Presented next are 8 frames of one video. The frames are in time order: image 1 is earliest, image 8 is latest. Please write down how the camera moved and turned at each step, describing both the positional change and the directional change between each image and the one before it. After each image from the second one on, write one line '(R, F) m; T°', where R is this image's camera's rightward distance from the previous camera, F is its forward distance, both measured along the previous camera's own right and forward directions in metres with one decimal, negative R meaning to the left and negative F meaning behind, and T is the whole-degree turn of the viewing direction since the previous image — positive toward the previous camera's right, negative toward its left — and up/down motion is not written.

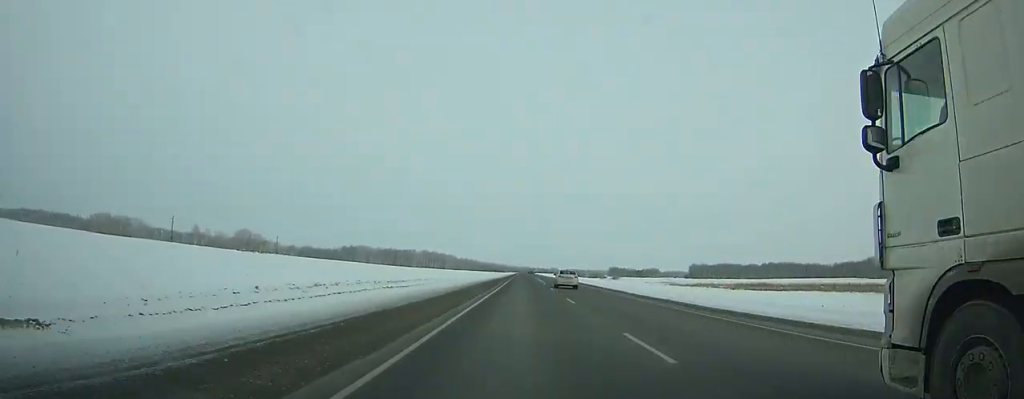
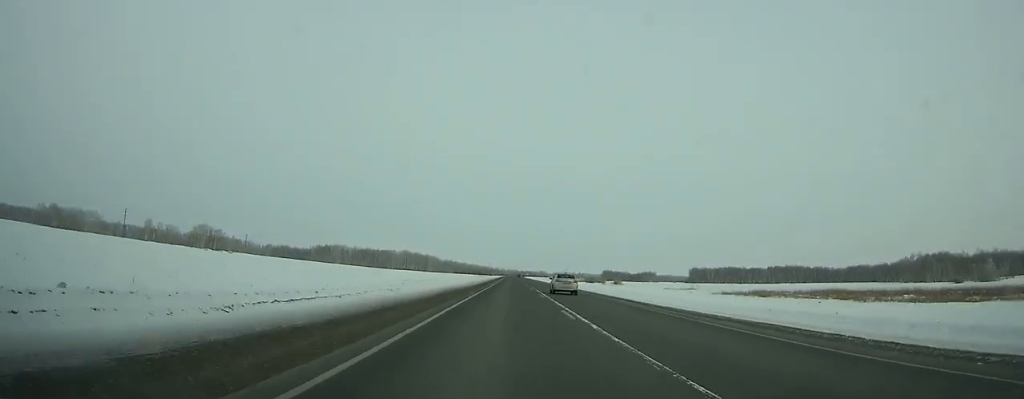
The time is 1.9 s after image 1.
(+0.2, +54.8) m; 0°
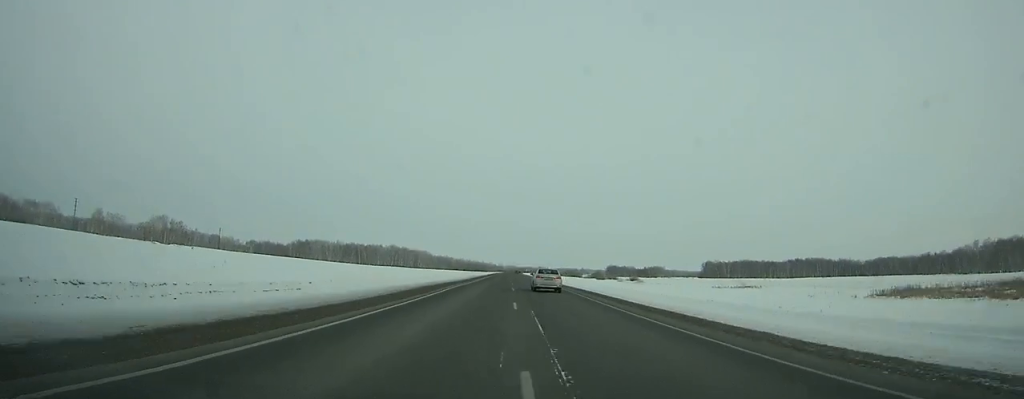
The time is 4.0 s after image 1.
(+0.4, +60.7) m; 0°
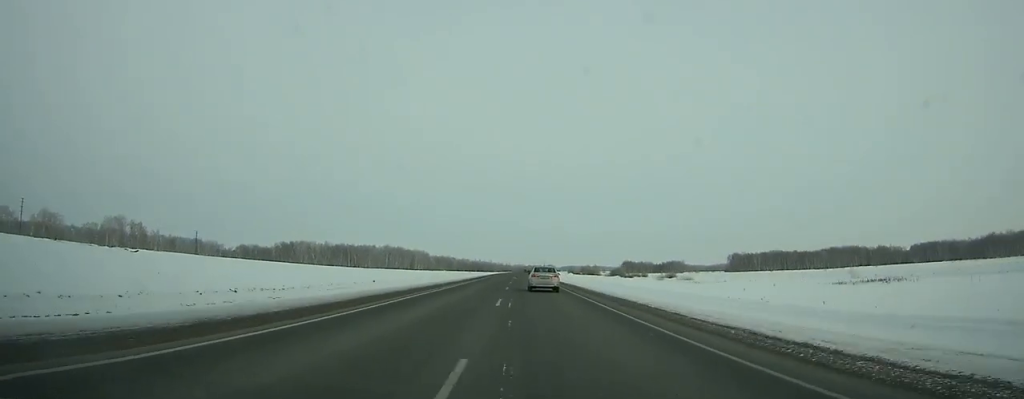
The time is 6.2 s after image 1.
(-0.2, +63.0) m; 0°
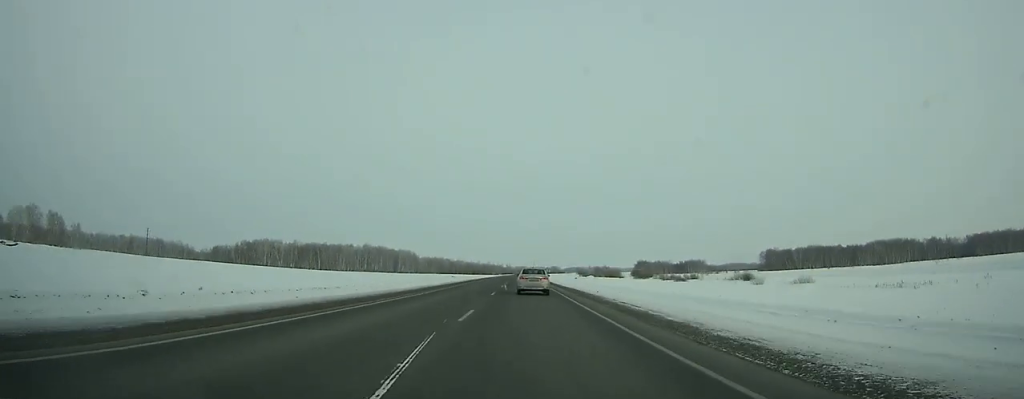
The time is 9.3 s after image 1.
(-0.3, +87.8) m; 0°
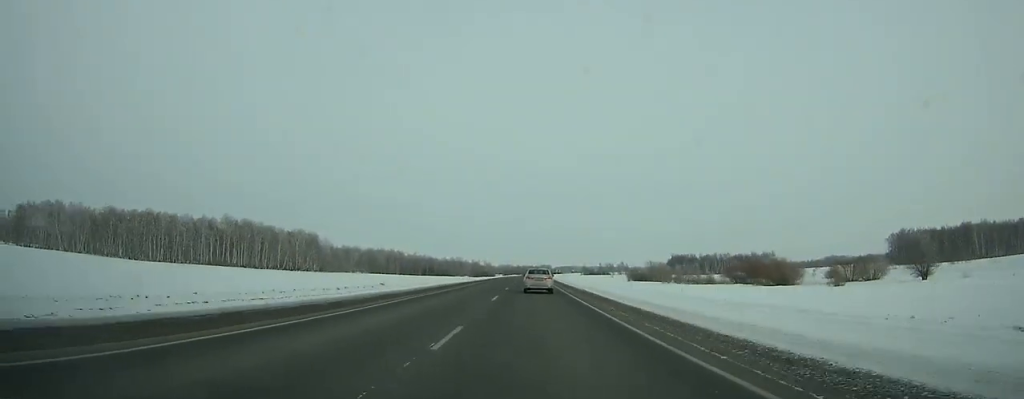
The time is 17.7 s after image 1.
(+1.3, +233.7) m; +2°
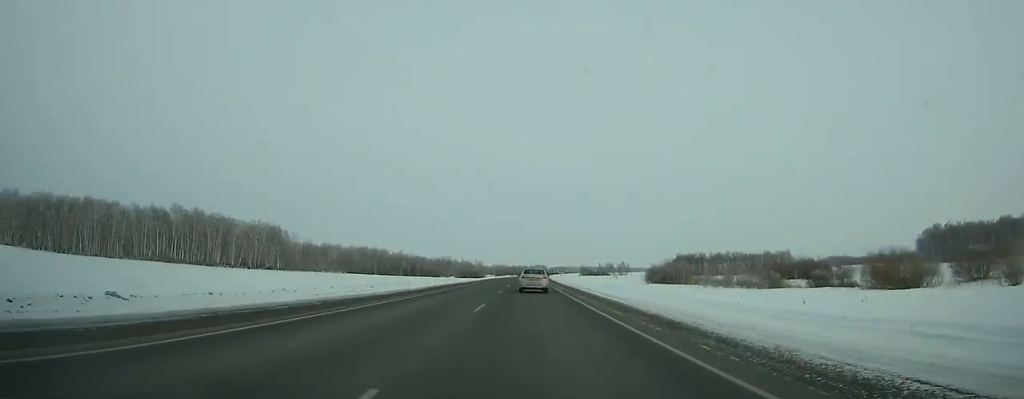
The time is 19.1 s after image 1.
(+0.1, +38.8) m; +1°
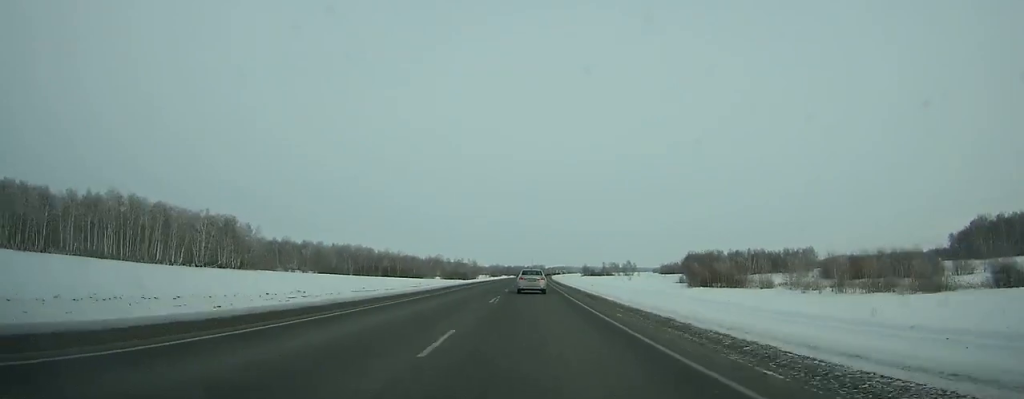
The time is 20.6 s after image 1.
(+0.4, +41.7) m; +1°
